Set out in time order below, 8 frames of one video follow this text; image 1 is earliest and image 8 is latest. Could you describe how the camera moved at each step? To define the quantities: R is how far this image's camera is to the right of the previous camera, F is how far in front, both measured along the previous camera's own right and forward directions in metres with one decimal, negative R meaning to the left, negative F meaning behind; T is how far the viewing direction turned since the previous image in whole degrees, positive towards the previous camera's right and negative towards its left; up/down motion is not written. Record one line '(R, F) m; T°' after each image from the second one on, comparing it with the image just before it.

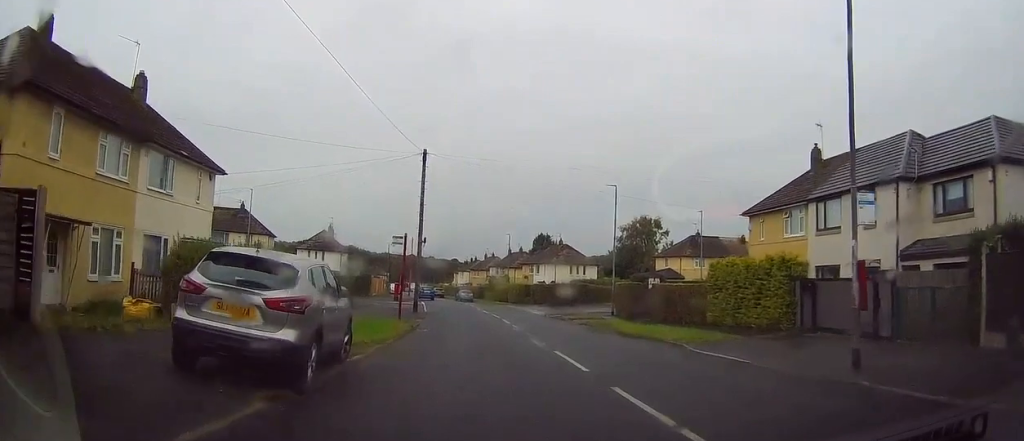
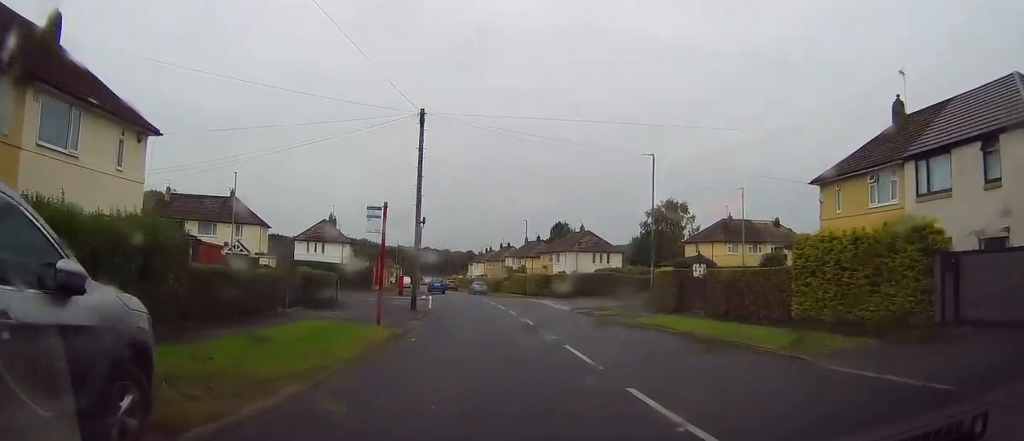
(-0.1, +6.6) m; -1°
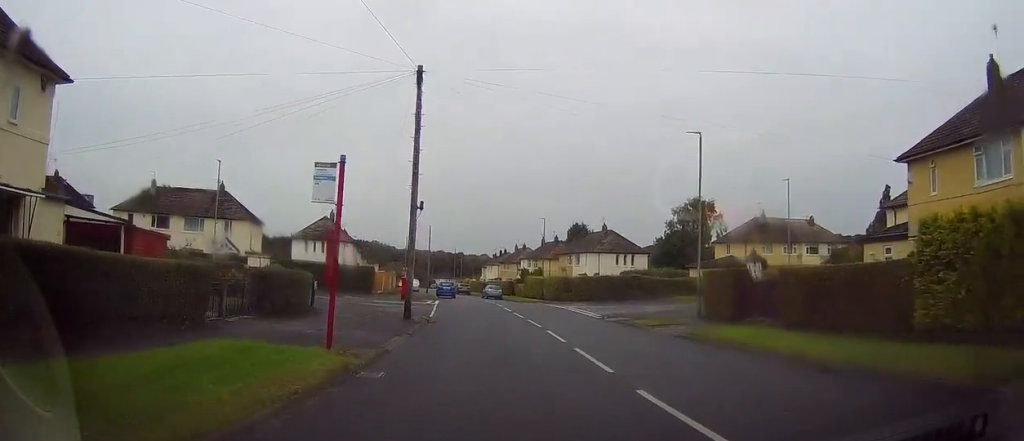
(0.0, +6.1) m; 0°
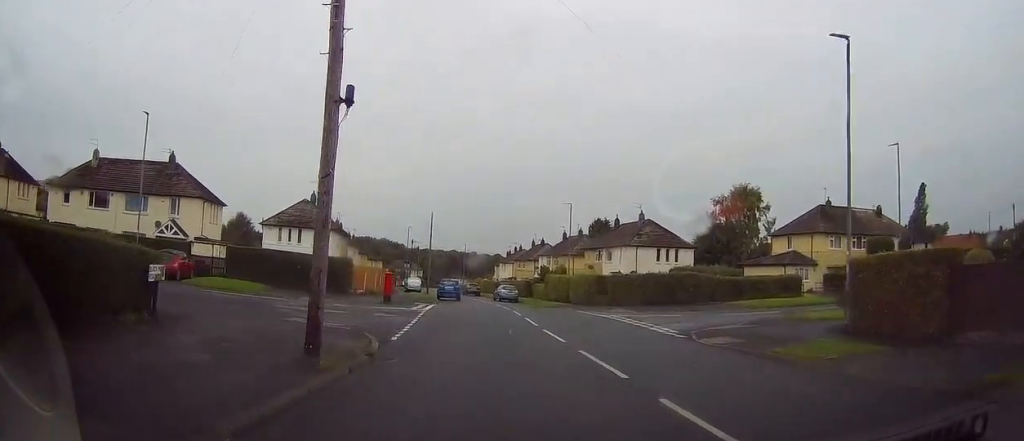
(+0.1, +13.0) m; 0°
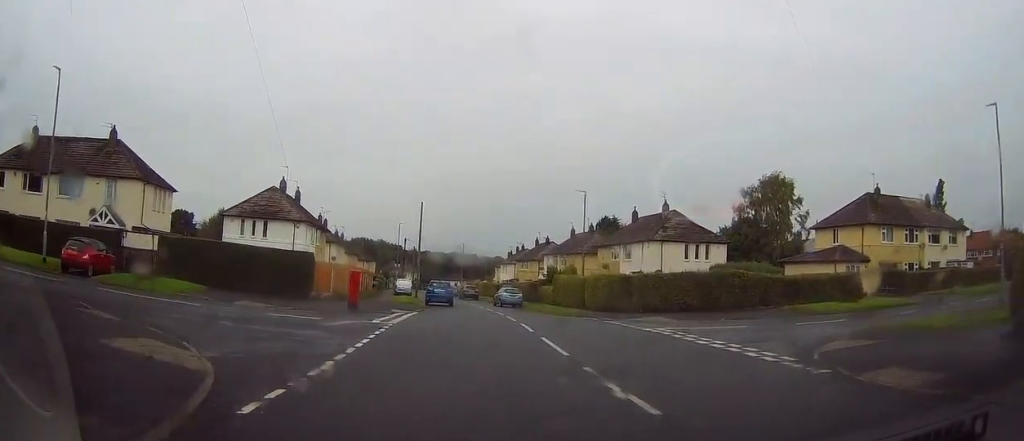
(-0.2, +8.8) m; -2°
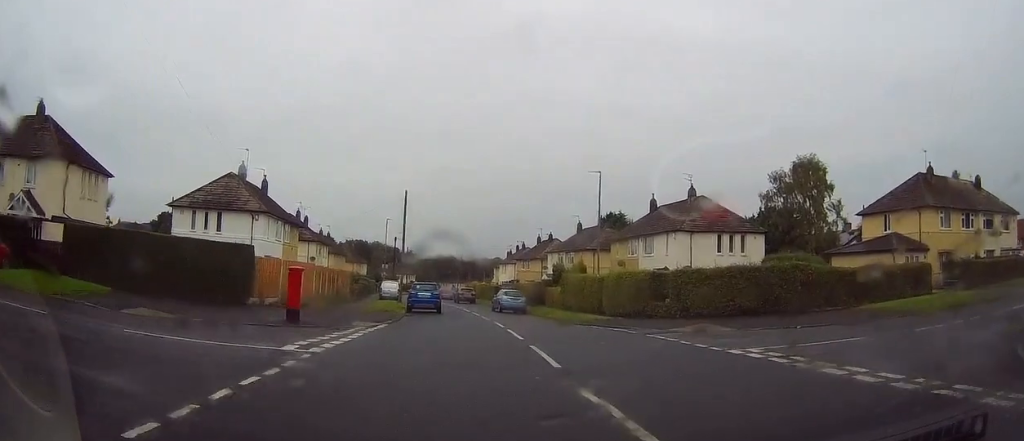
(-0.1, +8.1) m; +1°
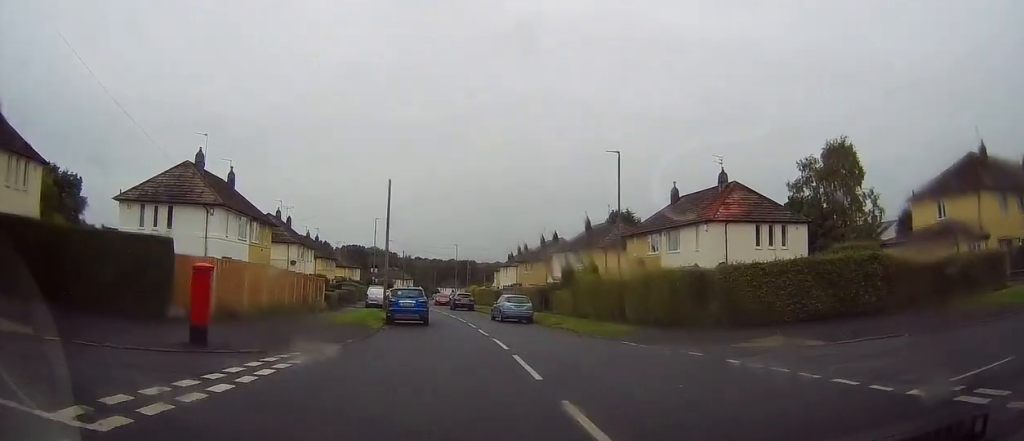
(+0.1, +6.6) m; +1°
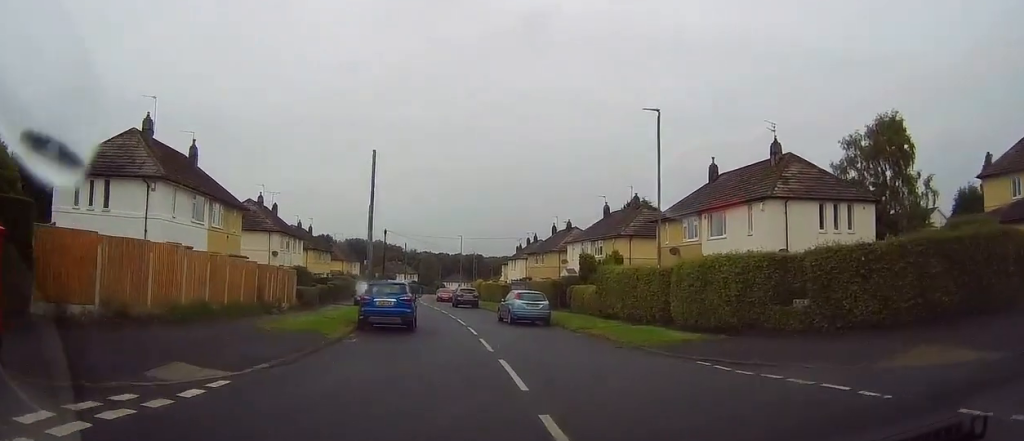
(0.0, +7.1) m; 0°
